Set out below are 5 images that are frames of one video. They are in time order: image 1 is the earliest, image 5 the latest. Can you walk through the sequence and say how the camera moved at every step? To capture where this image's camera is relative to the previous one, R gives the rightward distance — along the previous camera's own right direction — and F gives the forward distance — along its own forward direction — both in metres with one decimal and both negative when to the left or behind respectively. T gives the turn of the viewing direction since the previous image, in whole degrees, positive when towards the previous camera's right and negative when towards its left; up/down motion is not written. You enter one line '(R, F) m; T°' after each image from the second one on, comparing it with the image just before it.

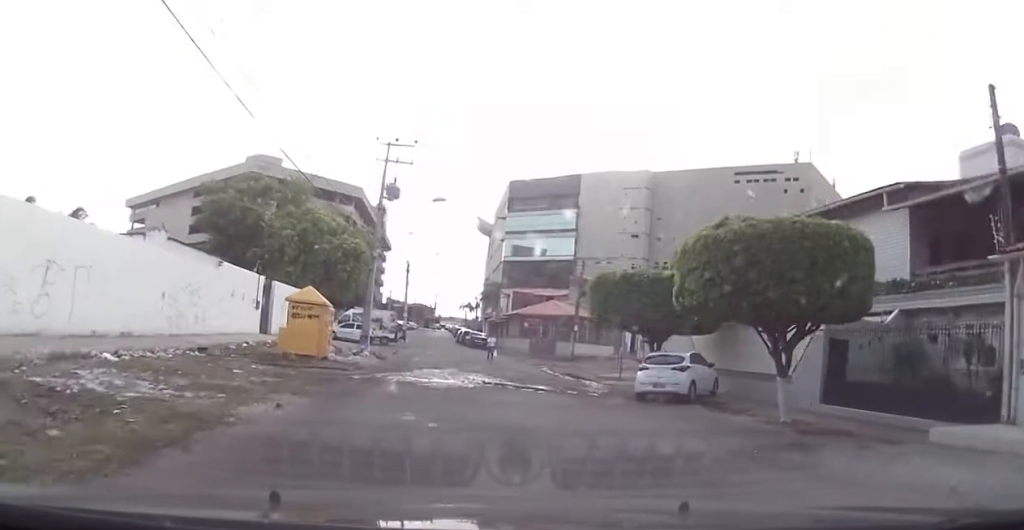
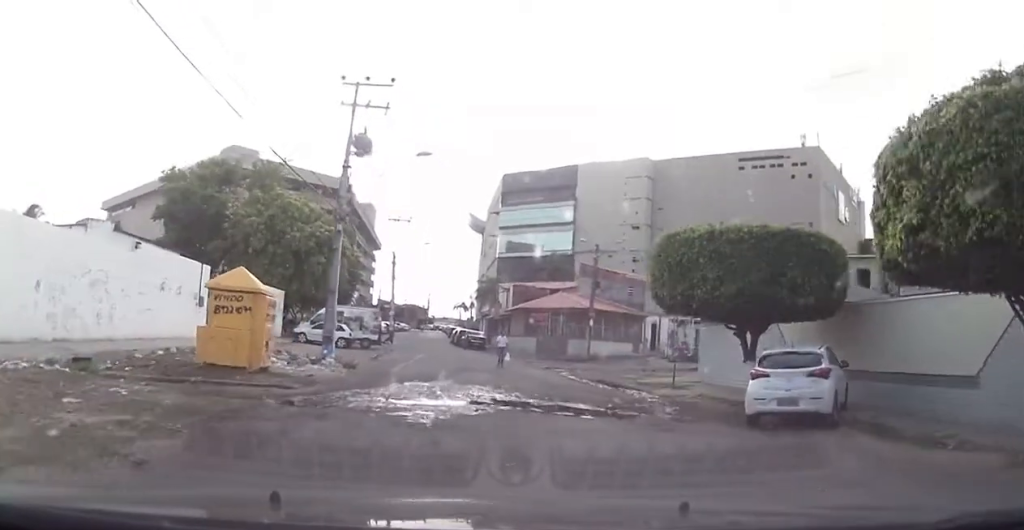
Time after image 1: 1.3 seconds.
(+0.3, +8.8) m; 0°
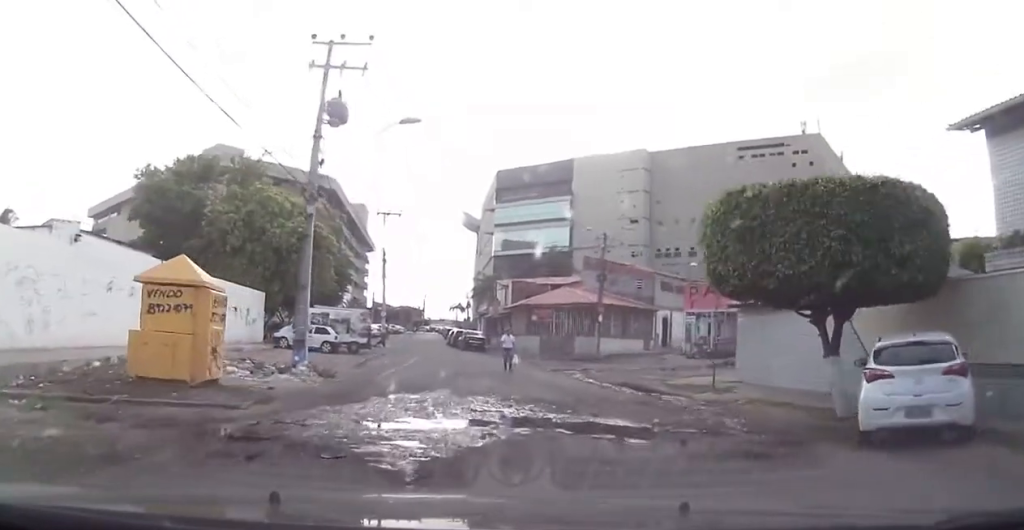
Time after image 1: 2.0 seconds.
(-0.2, +4.3) m; 0°
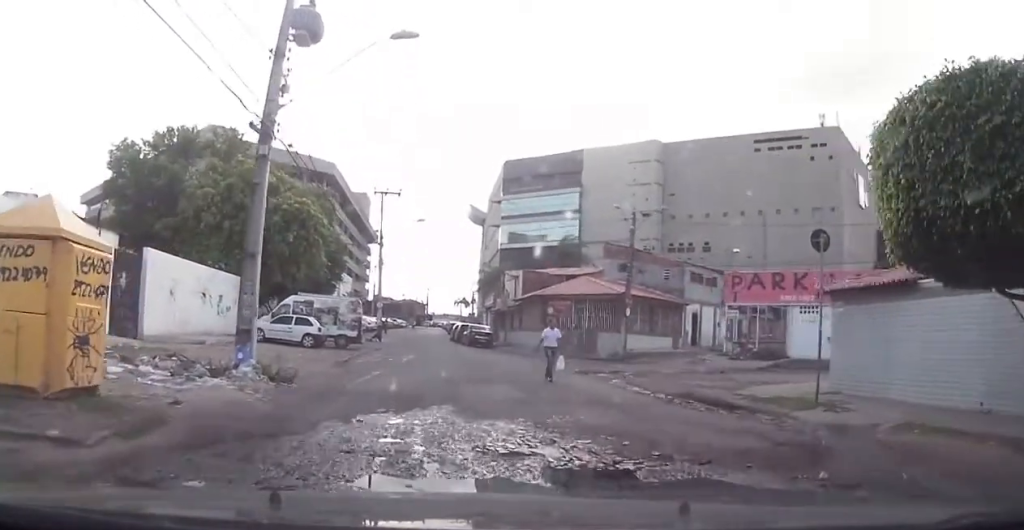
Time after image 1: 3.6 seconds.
(+0.1, +7.0) m; 0°
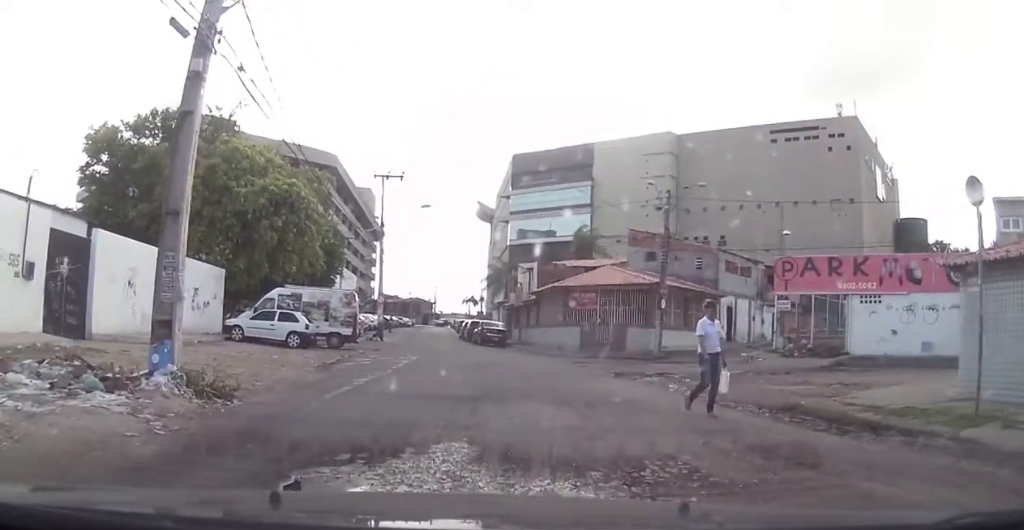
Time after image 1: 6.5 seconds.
(-0.1, +5.5) m; +5°
